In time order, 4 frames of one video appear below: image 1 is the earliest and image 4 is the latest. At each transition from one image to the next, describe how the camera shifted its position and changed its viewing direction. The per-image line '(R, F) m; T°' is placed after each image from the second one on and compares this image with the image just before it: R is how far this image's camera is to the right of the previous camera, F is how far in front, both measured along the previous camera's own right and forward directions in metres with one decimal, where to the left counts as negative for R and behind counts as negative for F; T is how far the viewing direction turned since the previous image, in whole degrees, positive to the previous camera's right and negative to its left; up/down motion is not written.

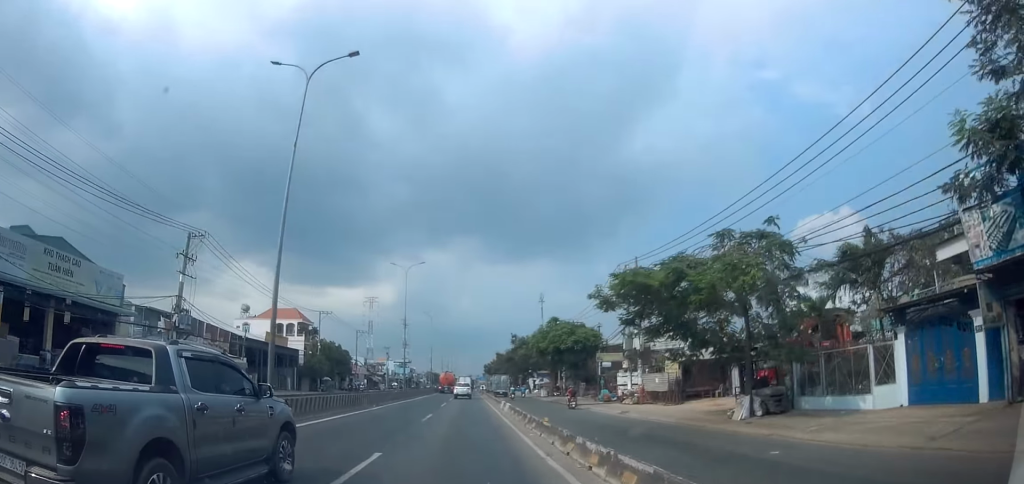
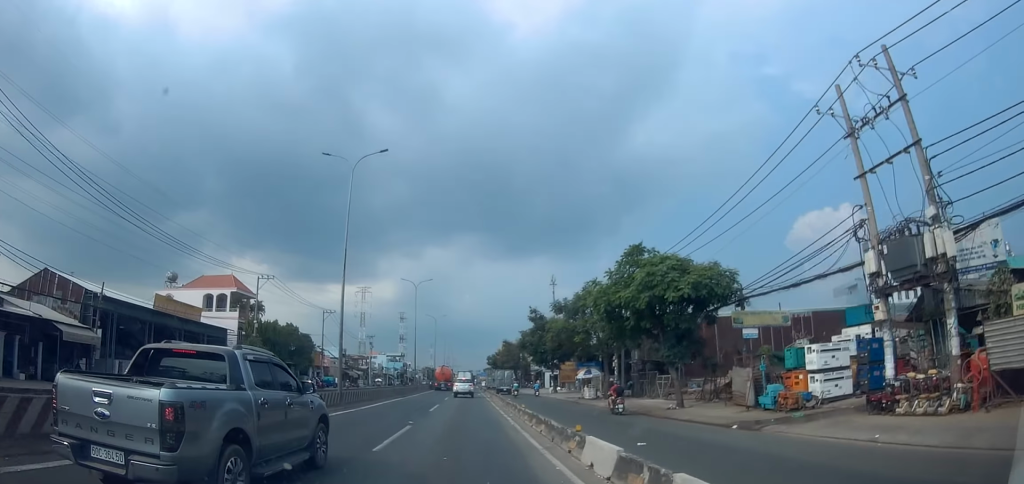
(+0.3, +24.3) m; -1°
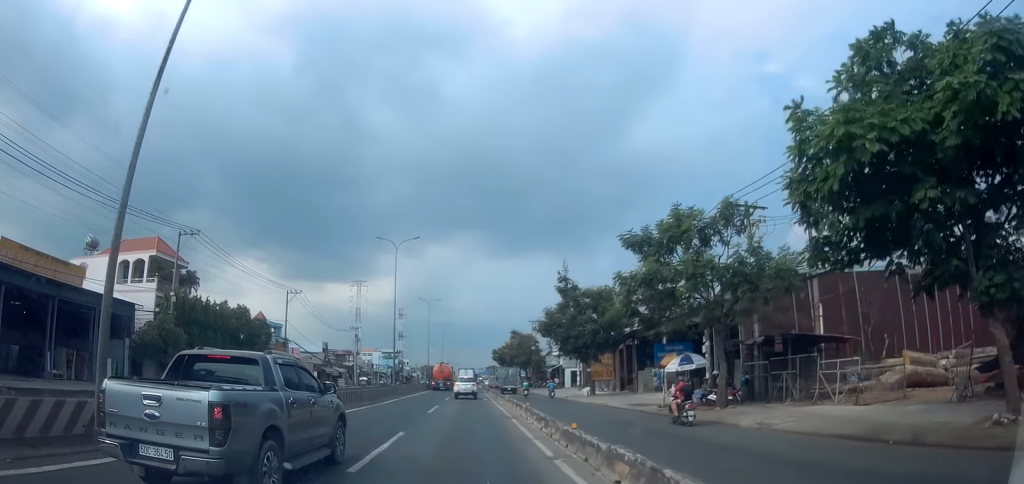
(-0.6, +17.1) m; -1°
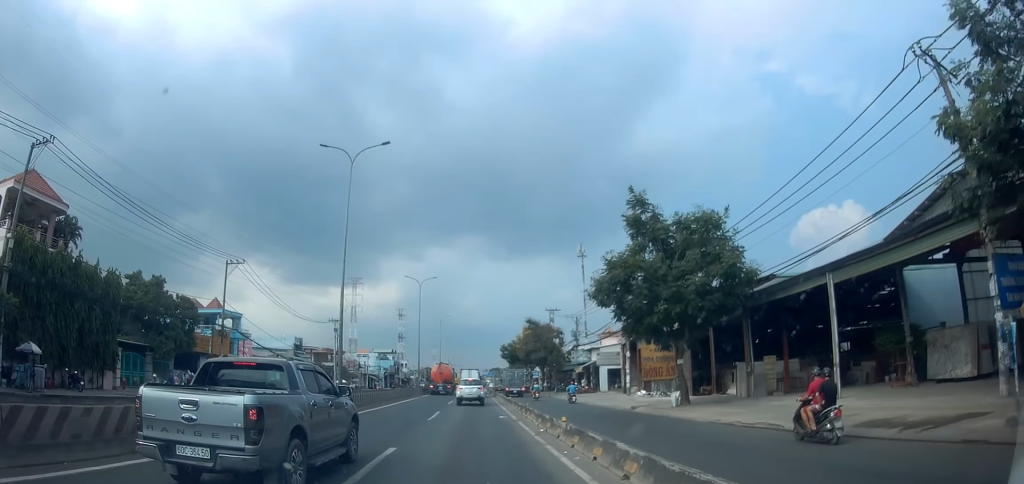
(+0.7, +17.6) m; +1°
